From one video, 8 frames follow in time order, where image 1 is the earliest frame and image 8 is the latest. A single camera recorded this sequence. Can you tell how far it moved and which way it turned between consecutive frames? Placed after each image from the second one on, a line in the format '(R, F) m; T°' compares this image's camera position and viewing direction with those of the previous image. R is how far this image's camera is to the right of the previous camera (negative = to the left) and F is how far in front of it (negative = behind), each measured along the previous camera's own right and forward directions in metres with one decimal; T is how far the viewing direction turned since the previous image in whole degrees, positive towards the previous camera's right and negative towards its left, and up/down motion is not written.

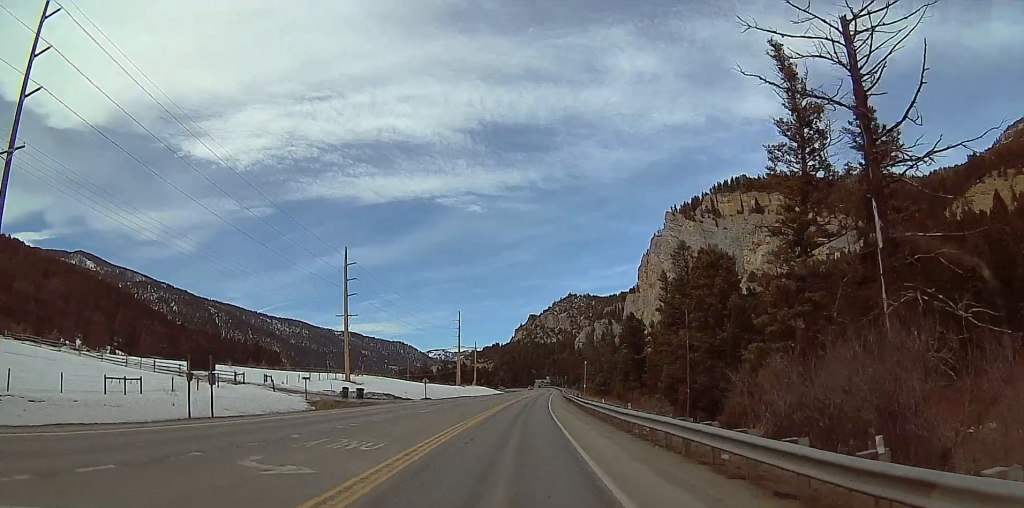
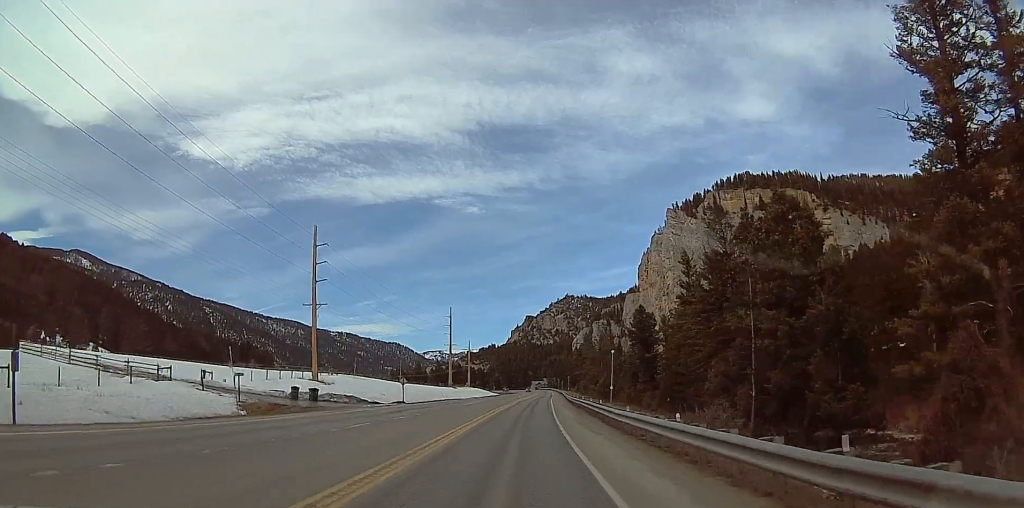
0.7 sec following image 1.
(+0.3, +14.6) m; +1°
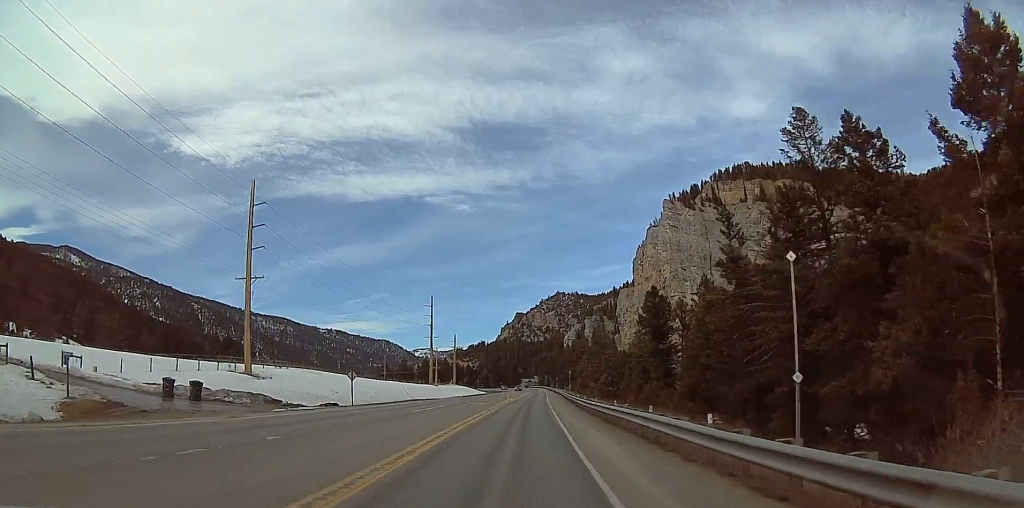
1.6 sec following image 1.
(0.0, +19.7) m; -2°
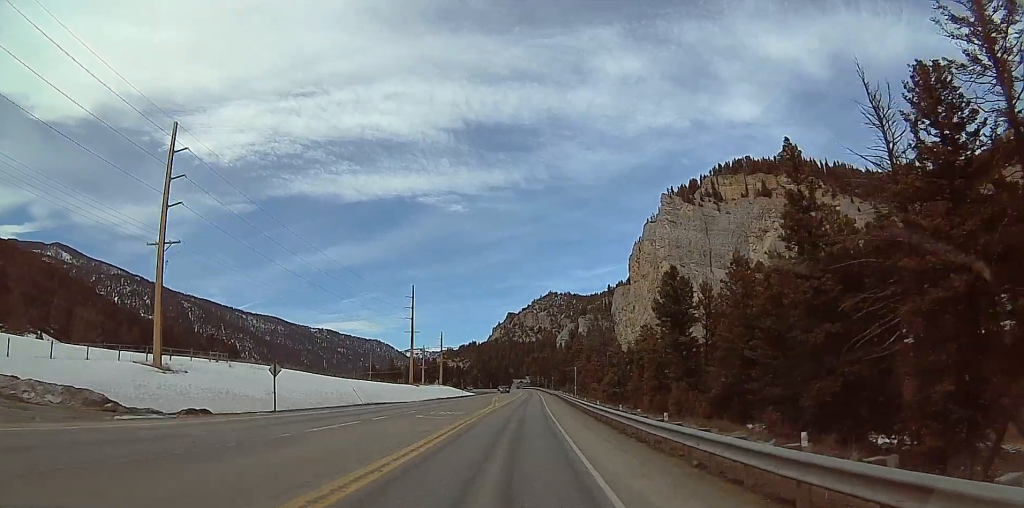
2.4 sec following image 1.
(-0.7, +17.4) m; 0°
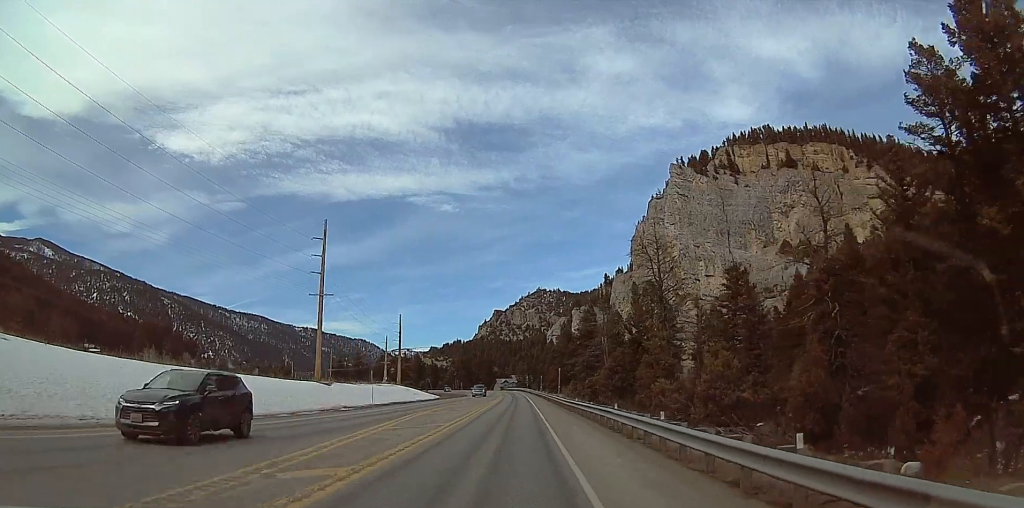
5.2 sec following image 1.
(+2.3, +62.0) m; +4°
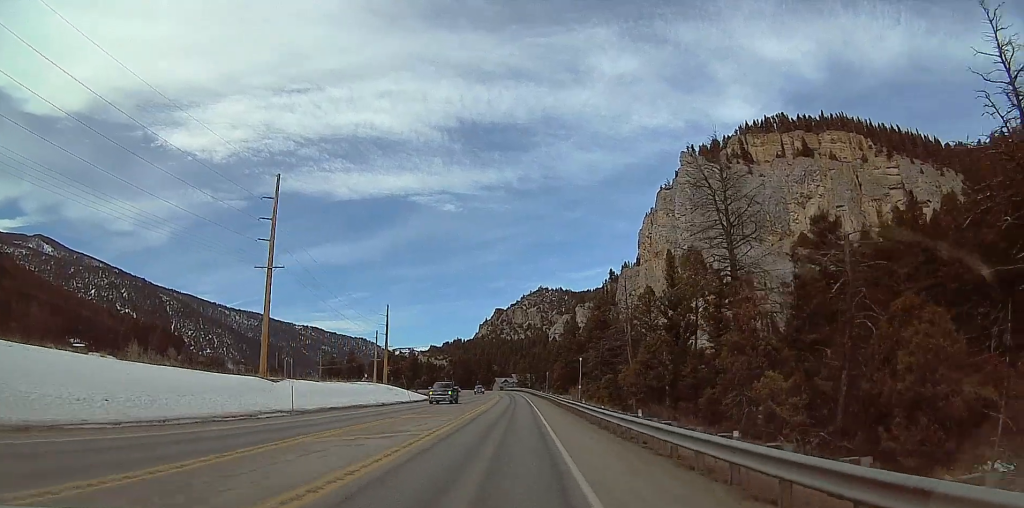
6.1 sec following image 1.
(+0.5, +20.8) m; -1°
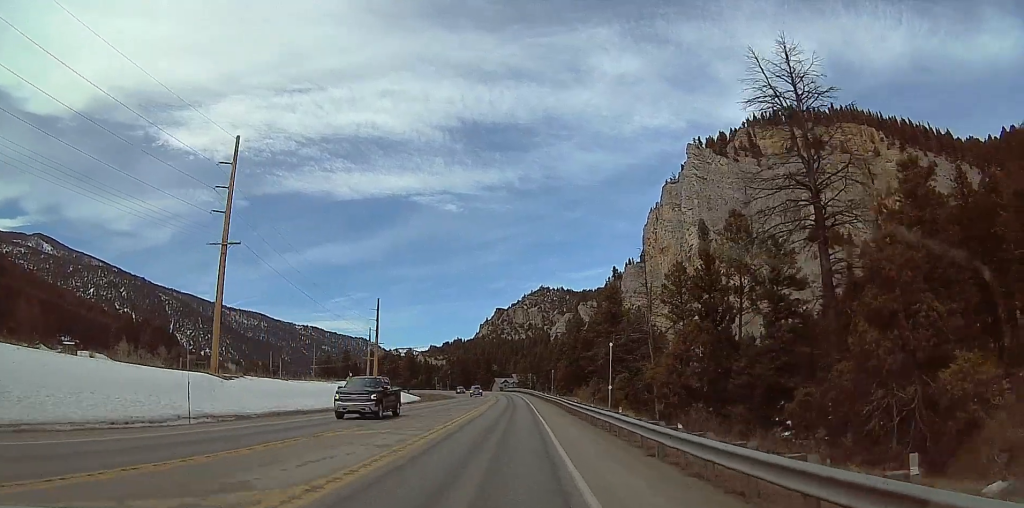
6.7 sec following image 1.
(+0.1, +12.6) m; 0°
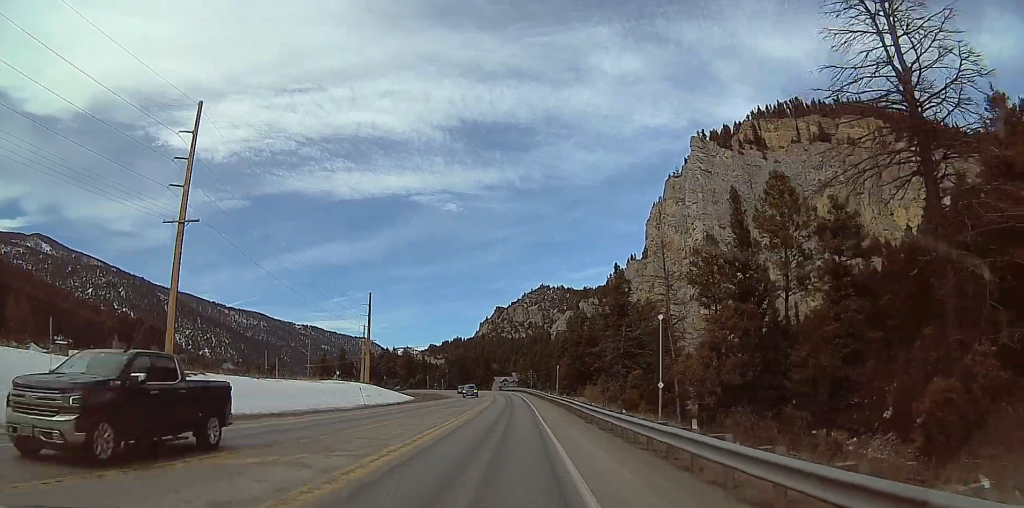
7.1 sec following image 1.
(-0.7, +8.8) m; +1°
